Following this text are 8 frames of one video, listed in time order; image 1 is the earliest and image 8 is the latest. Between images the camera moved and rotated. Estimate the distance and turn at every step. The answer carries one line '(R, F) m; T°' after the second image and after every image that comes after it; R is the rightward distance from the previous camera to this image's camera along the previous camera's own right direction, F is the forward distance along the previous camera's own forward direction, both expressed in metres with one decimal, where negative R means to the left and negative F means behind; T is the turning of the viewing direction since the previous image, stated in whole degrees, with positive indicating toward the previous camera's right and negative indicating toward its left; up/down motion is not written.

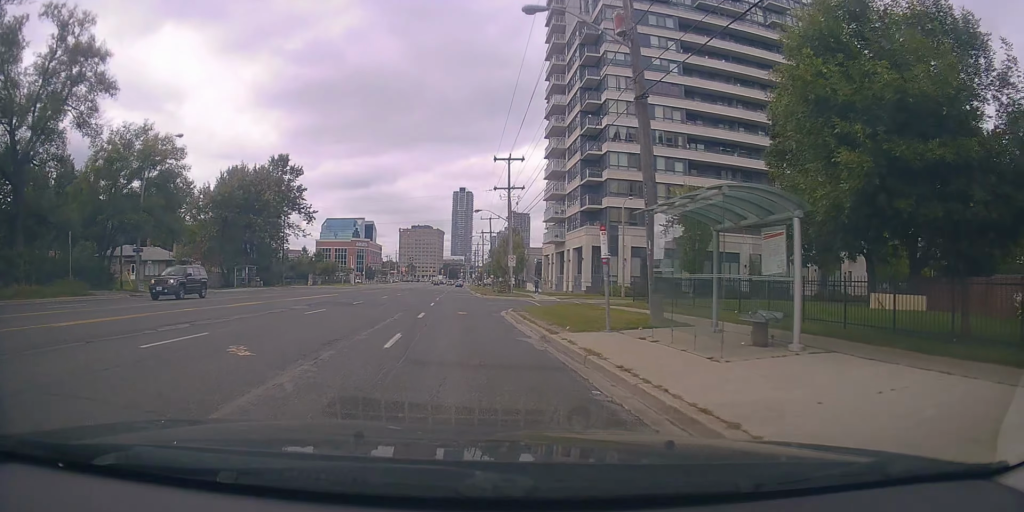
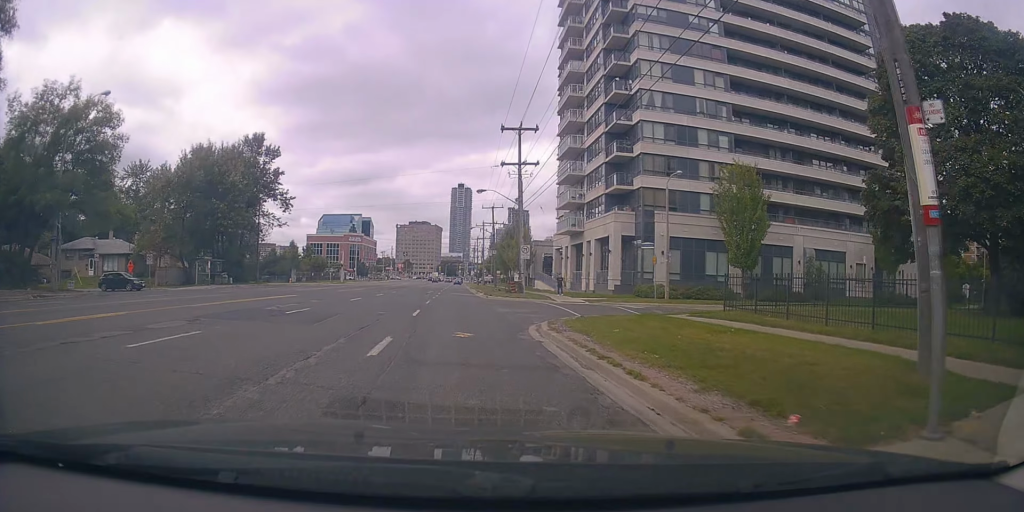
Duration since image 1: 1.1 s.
(+0.1, +10.2) m; +3°
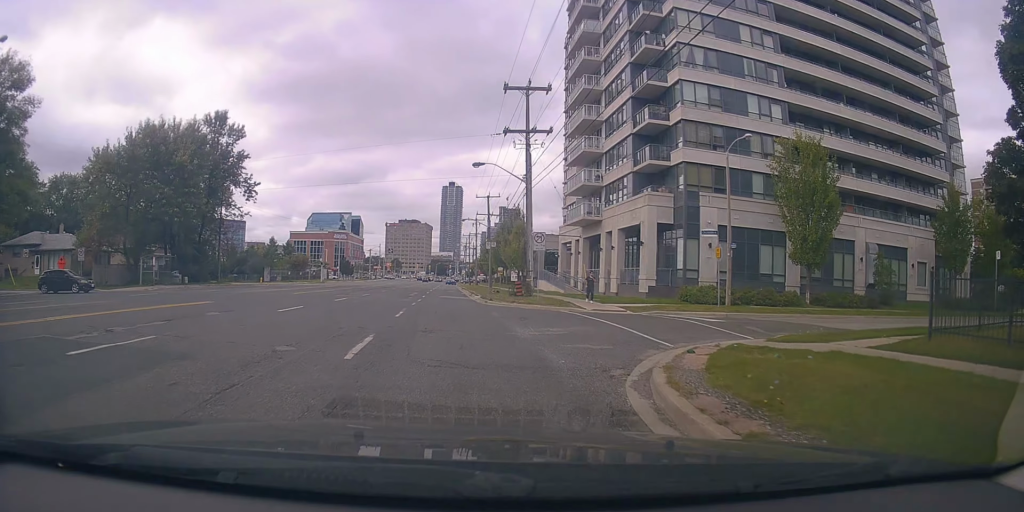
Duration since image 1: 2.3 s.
(+0.3, +9.7) m; +4°
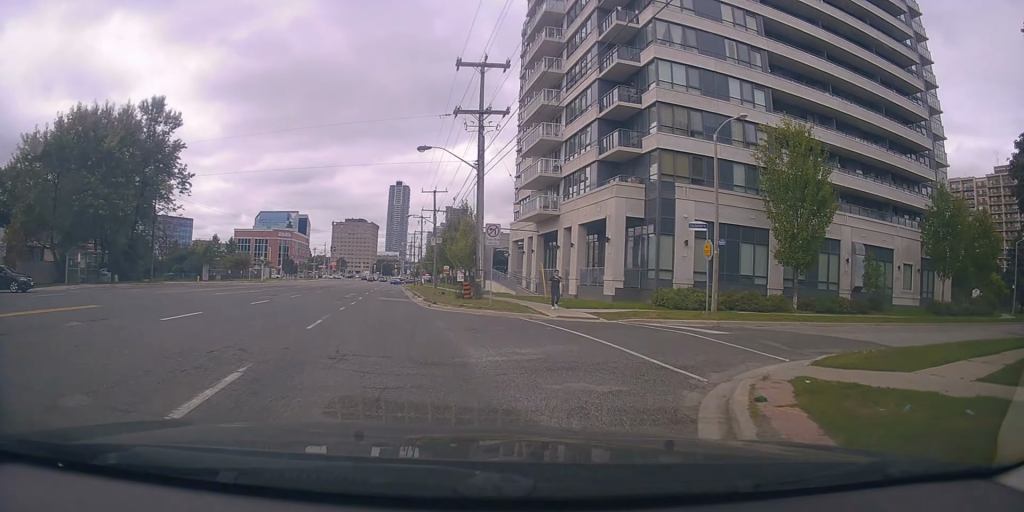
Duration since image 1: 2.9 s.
(-0.3, +4.4) m; +5°
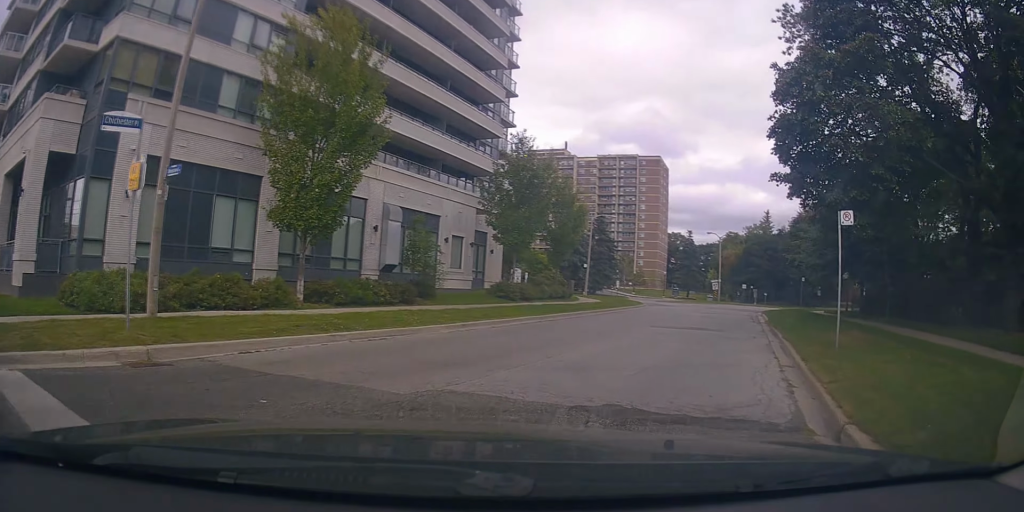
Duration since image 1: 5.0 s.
(+6.2, +9.7) m; +60°
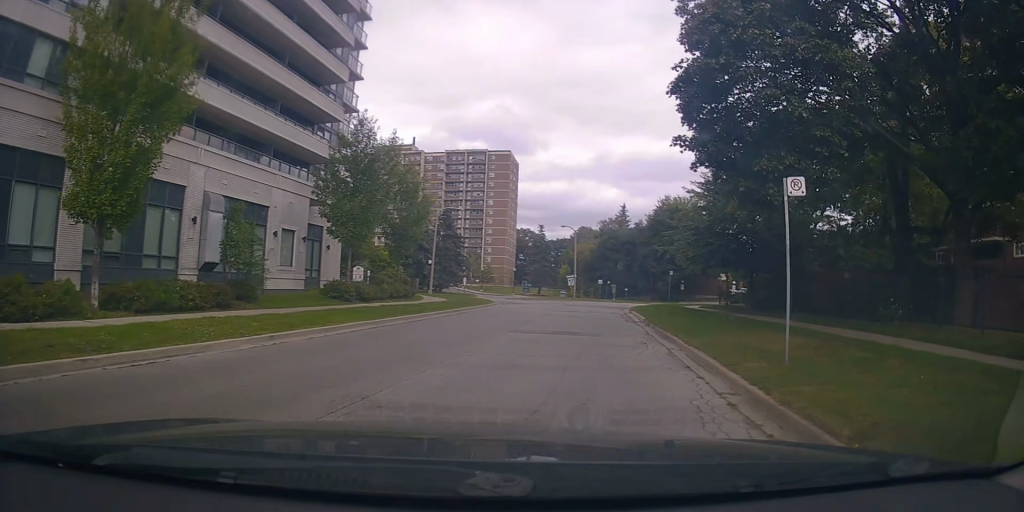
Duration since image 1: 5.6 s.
(+0.2, +3.8) m; +8°
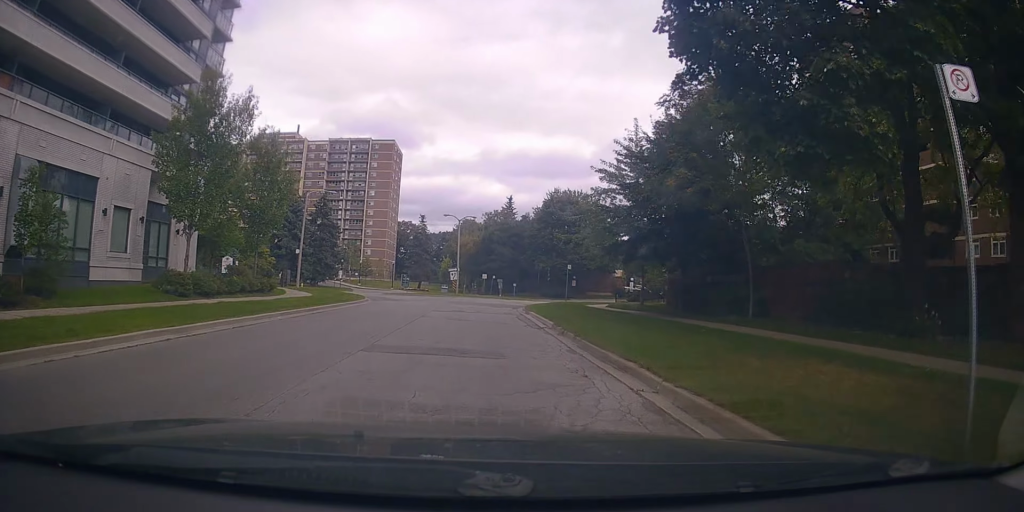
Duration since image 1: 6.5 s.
(+0.7, +5.7) m; +8°
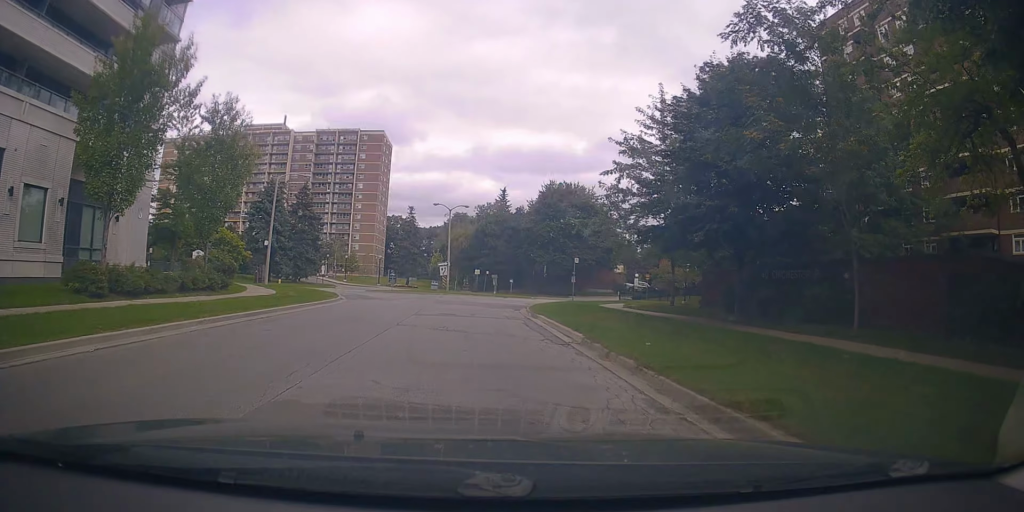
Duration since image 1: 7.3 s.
(+0.4, +5.4) m; +2°
